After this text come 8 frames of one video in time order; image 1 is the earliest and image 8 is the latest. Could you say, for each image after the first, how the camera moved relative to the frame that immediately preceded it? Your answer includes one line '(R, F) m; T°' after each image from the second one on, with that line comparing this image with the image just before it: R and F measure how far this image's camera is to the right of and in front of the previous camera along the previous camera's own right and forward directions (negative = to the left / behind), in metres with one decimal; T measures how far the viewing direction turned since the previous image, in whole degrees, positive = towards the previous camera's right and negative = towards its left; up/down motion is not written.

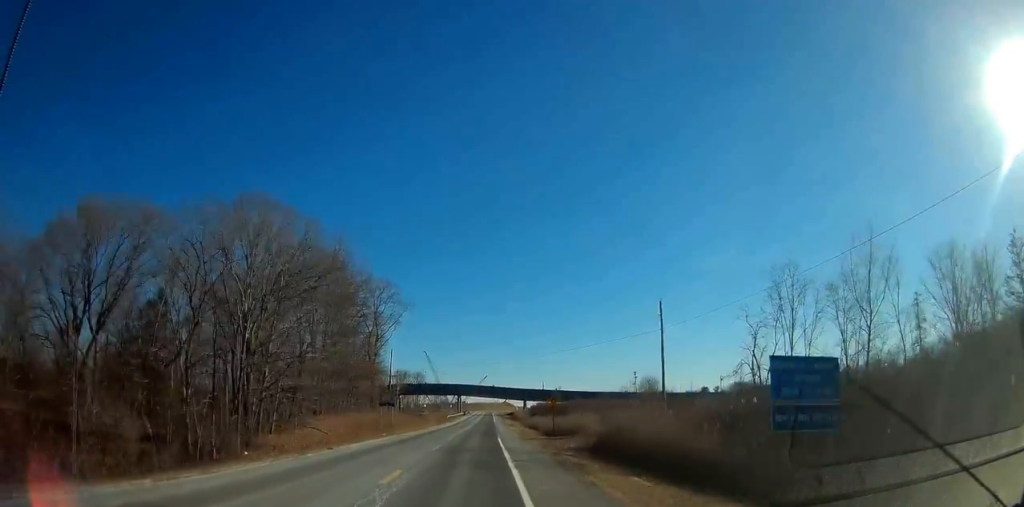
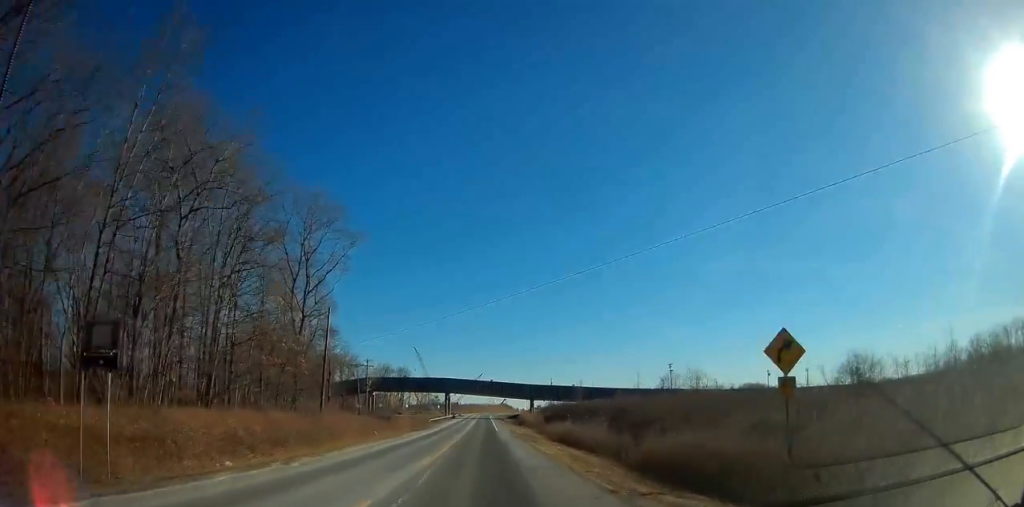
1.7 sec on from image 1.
(+0.3, +42.3) m; +1°
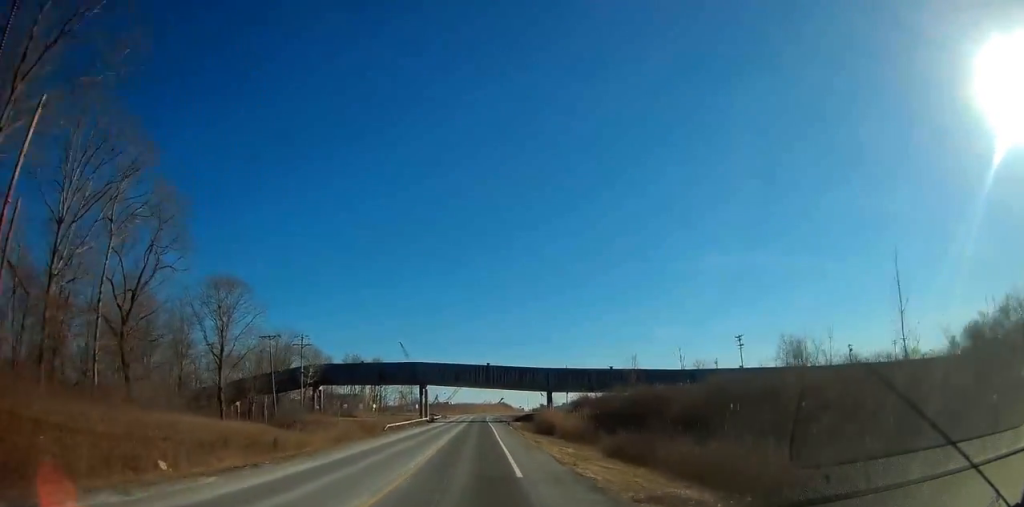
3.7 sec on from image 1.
(+0.3, +48.7) m; 0°
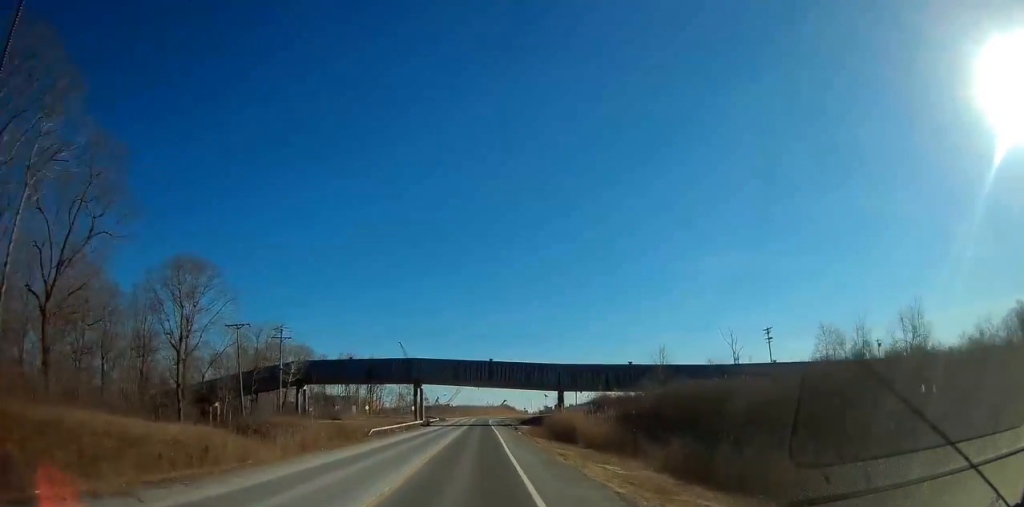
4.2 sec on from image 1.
(+0.1, +11.4) m; 0°
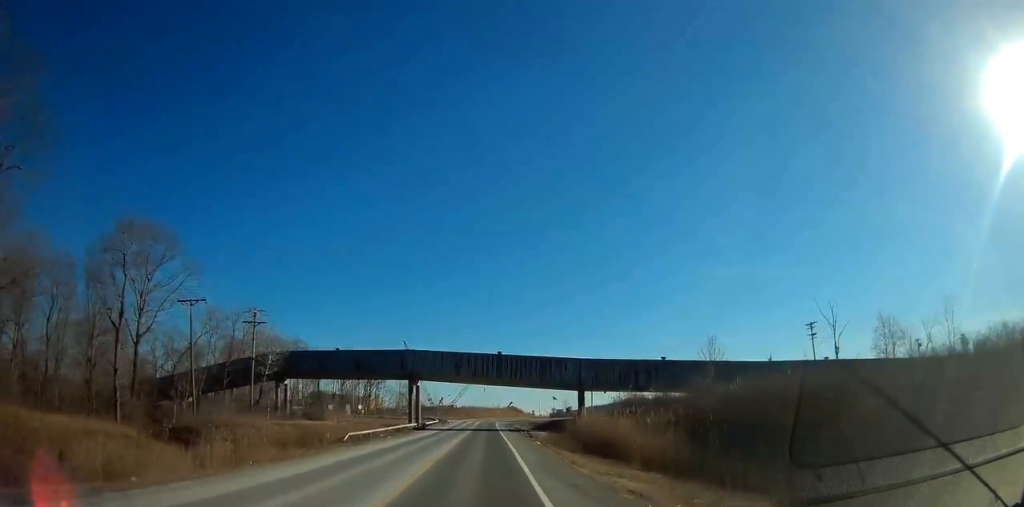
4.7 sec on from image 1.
(-0.2, +13.0) m; 0°
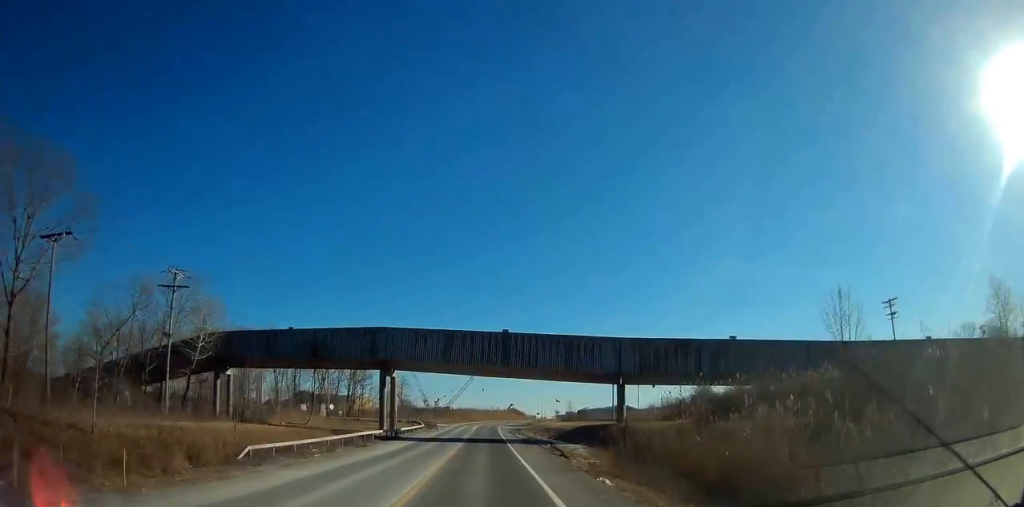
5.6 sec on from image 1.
(-0.1, +21.1) m; 0°
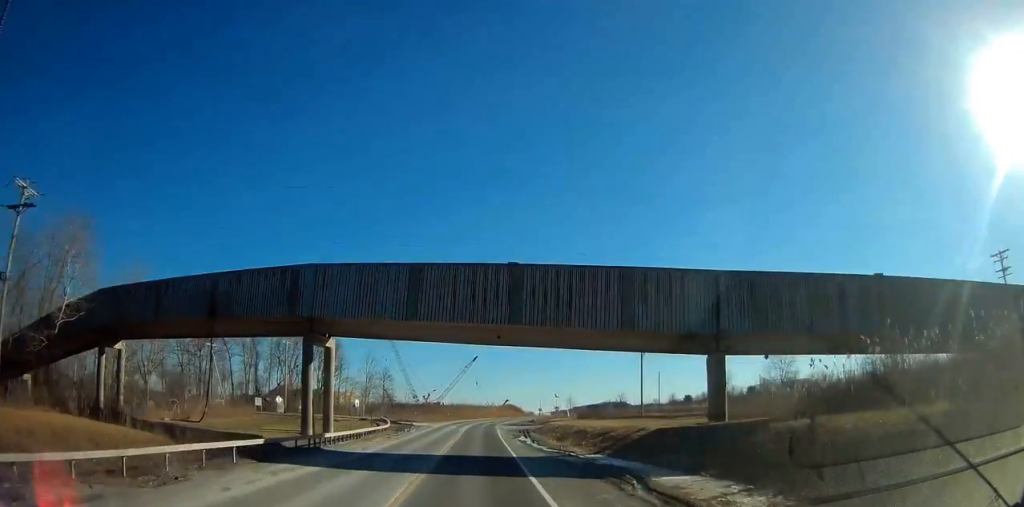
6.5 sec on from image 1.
(+0.1, +22.7) m; 0°
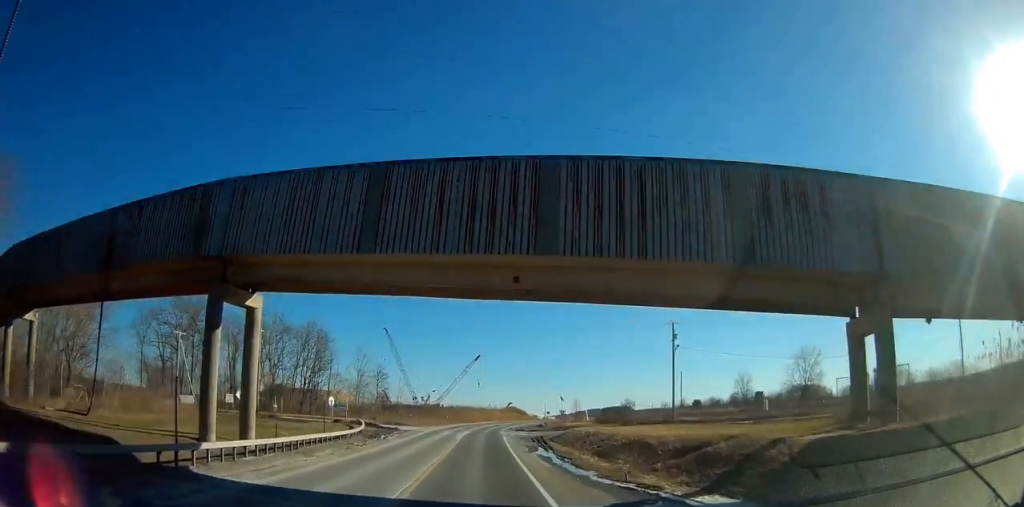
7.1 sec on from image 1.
(-0.1, +13.1) m; 0°
